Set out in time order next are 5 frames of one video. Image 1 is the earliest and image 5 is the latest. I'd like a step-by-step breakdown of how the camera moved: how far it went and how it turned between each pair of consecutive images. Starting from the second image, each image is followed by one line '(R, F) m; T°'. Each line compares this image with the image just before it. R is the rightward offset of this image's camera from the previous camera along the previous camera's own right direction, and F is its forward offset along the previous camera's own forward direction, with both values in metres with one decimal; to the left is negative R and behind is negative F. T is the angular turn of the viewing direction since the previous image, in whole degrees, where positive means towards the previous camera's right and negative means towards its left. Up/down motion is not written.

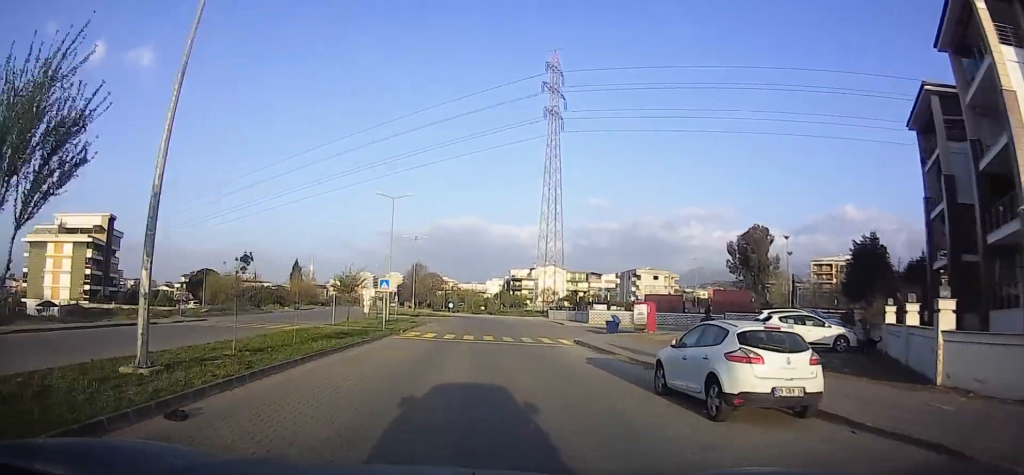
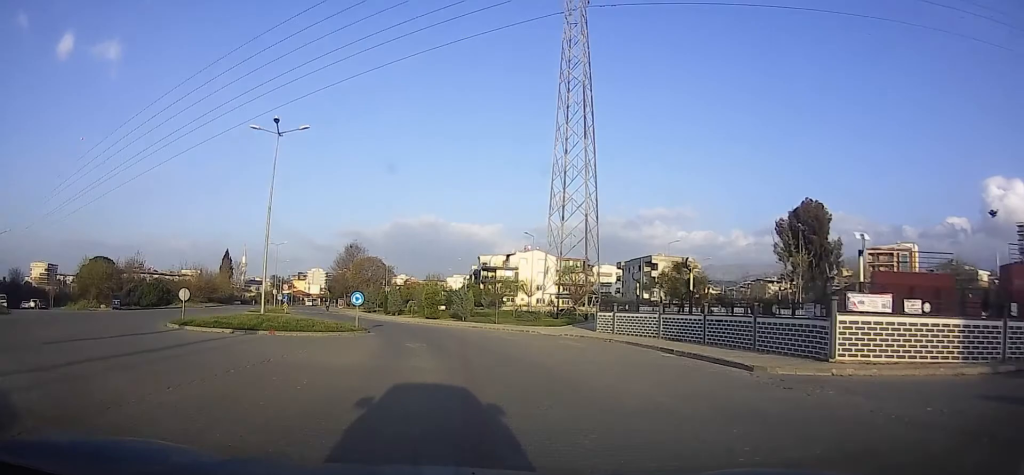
(+2.5, +47.3) m; +3°
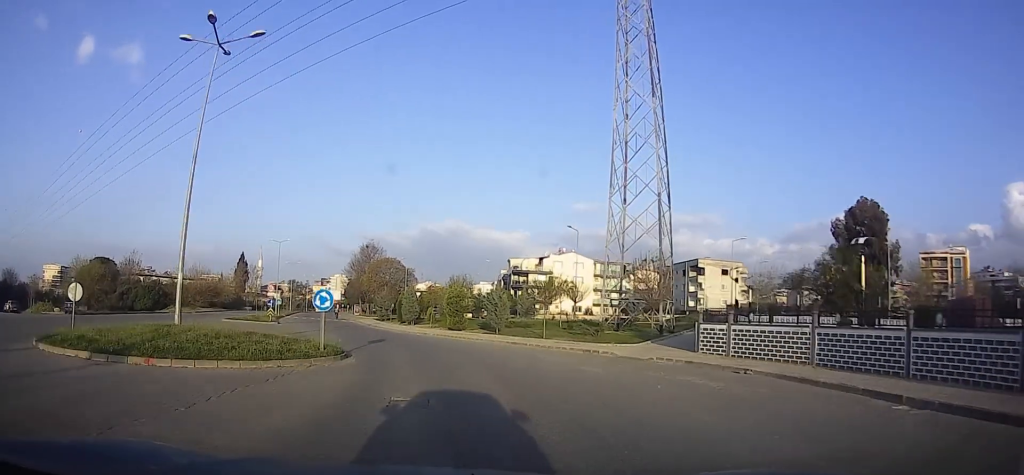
(-0.3, +12.0) m; -4°
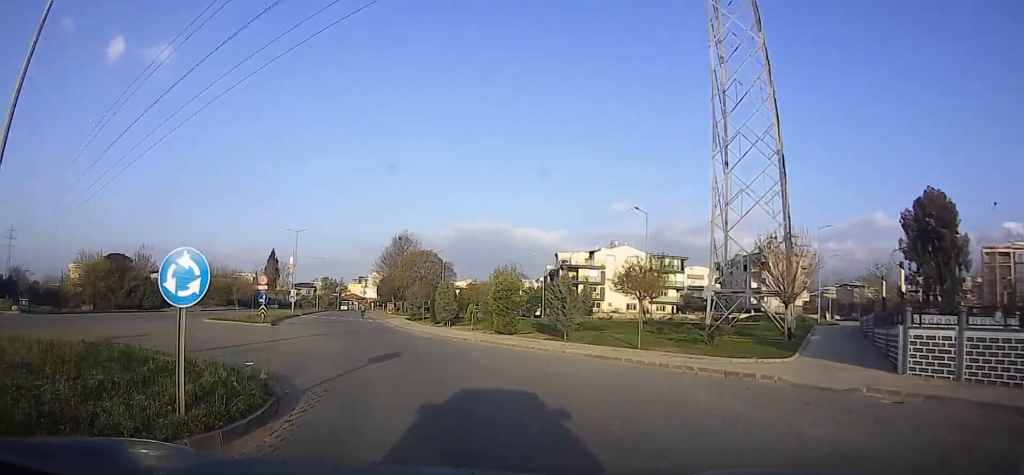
(-0.3, +10.3) m; -4°
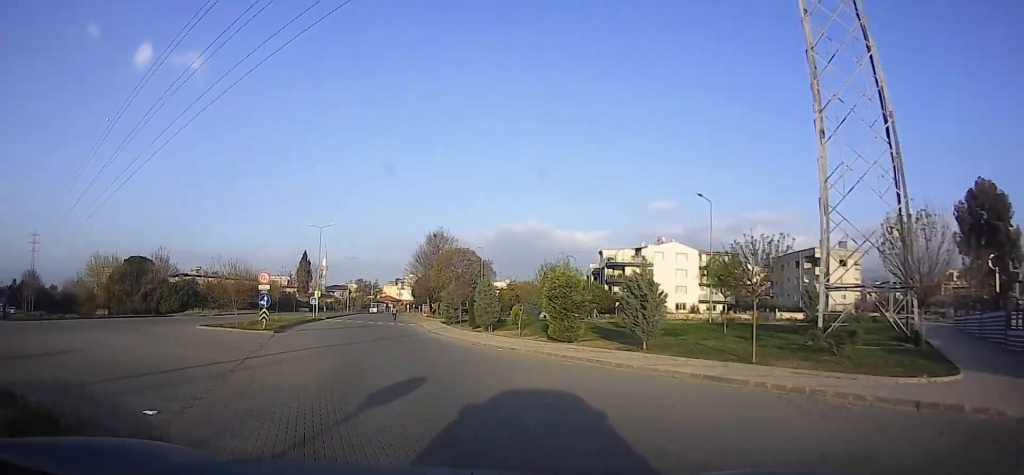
(-0.2, +5.9) m; -3°
